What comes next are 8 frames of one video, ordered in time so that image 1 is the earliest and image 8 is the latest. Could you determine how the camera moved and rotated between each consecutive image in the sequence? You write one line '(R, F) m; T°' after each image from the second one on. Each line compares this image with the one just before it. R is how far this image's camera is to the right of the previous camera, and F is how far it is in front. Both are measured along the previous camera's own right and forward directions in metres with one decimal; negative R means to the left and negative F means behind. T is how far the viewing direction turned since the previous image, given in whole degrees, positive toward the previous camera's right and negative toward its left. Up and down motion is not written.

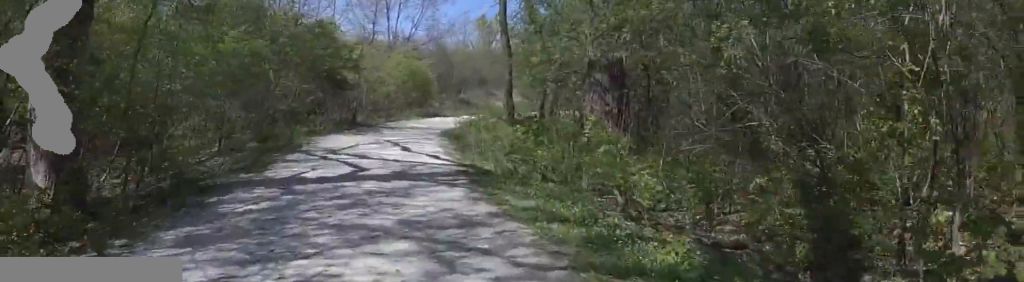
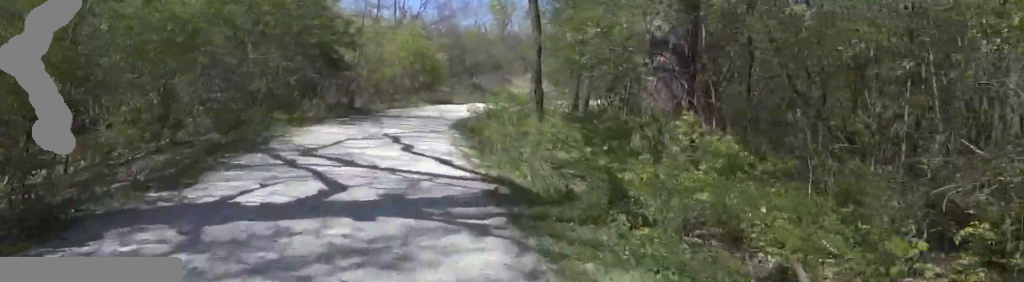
(+0.1, +2.9) m; +3°
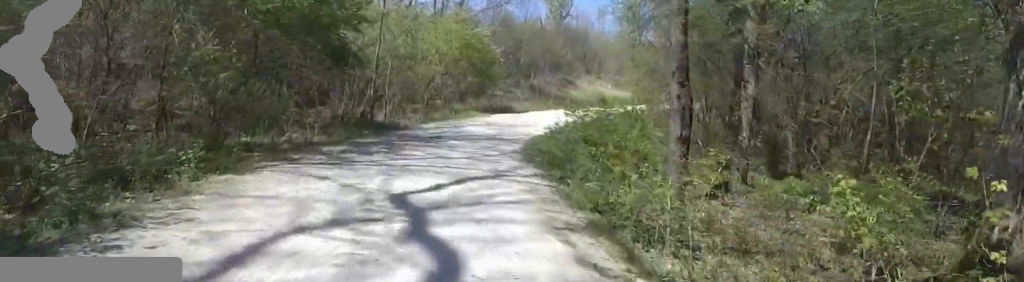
(0.0, +6.0) m; +3°
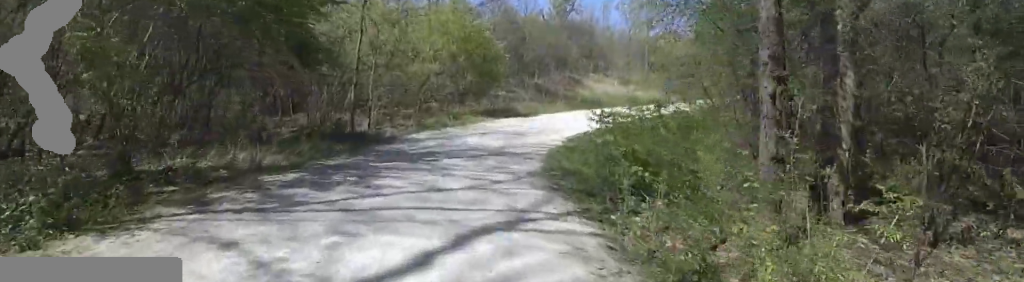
(+0.1, +2.4) m; +6°
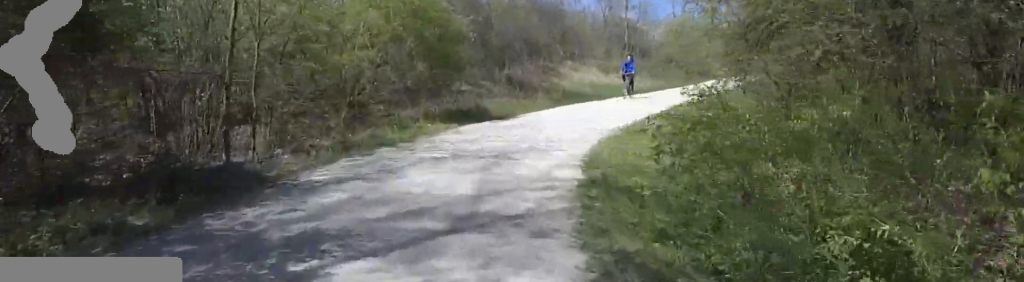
(+0.5, +4.9) m; +9°
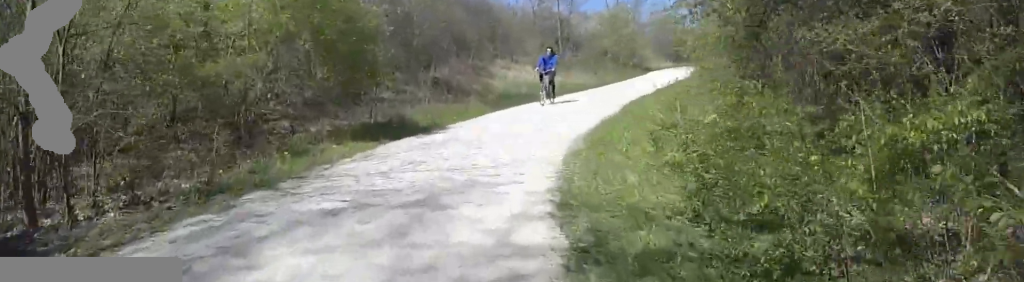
(+0.1, +2.7) m; +3°
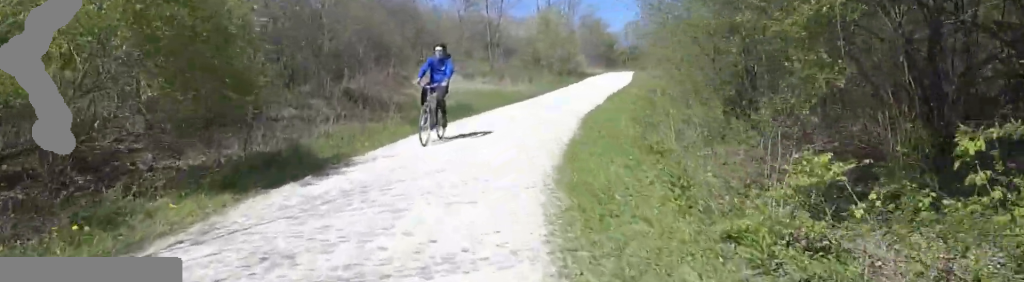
(0.0, +3.7) m; 0°
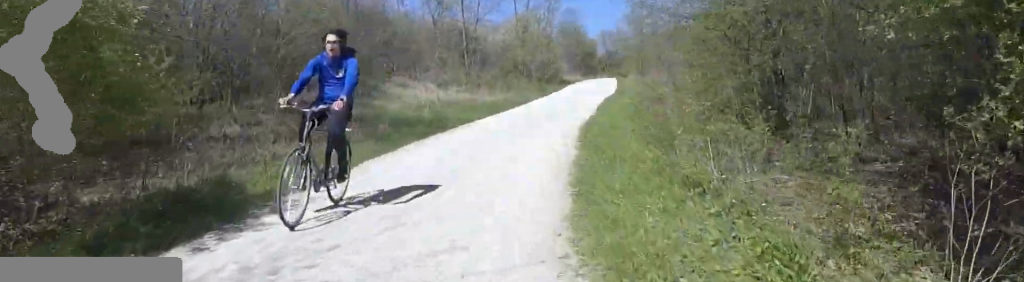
(0.0, +2.6) m; -1°
